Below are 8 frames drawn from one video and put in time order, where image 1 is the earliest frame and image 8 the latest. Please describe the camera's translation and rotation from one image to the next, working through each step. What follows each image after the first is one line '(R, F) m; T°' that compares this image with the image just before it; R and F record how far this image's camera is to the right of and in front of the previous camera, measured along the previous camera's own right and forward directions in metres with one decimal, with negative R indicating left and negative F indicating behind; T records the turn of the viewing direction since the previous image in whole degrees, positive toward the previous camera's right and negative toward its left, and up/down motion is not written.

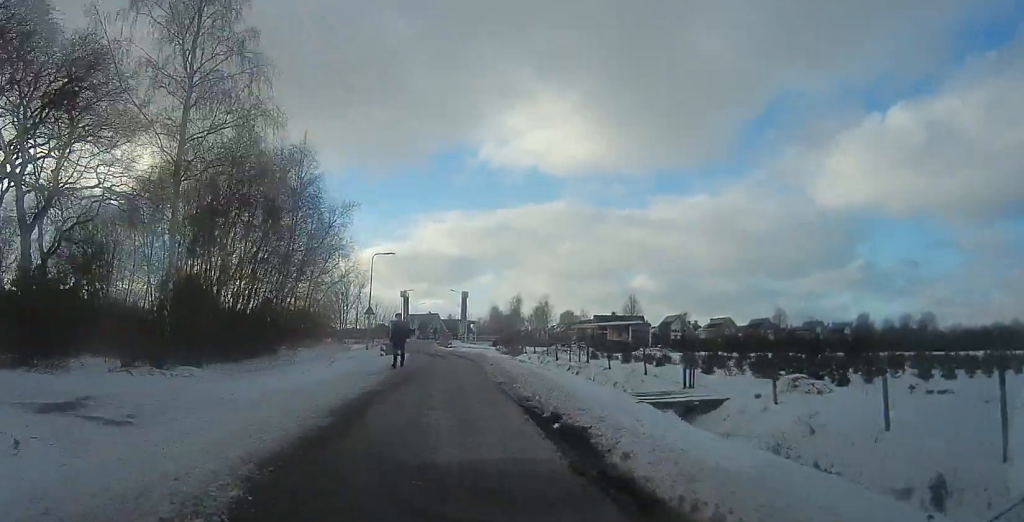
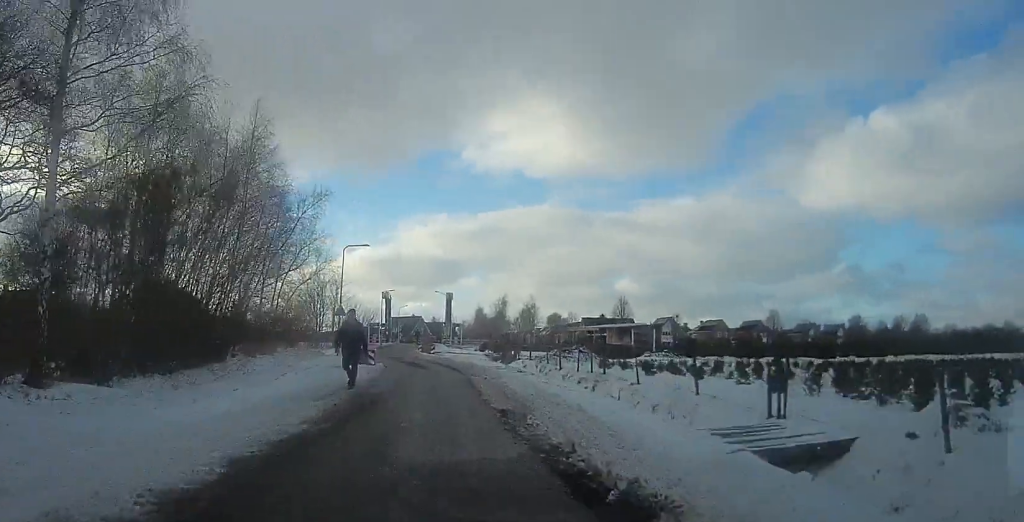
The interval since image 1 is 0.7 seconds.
(+0.3, +4.9) m; -5°
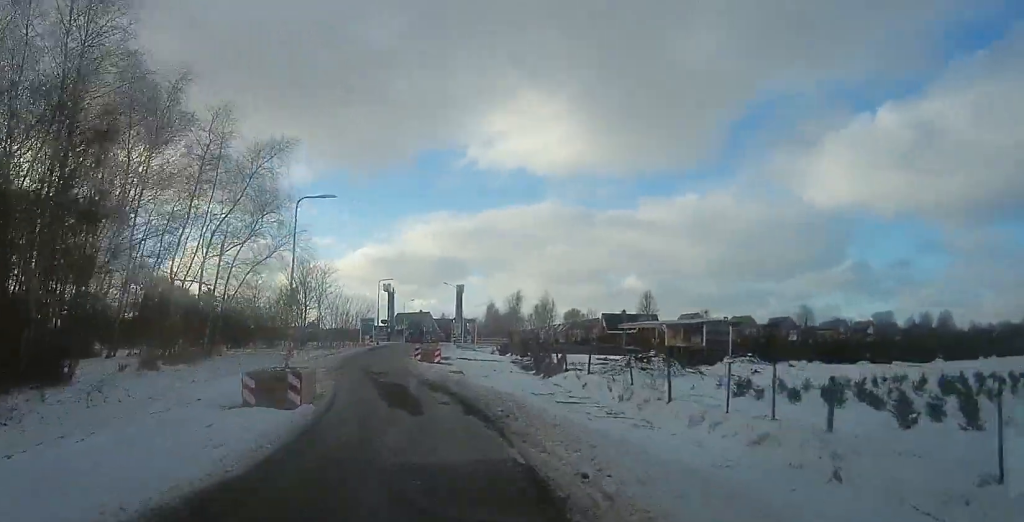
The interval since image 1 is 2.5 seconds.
(-1.1, +11.6) m; -3°
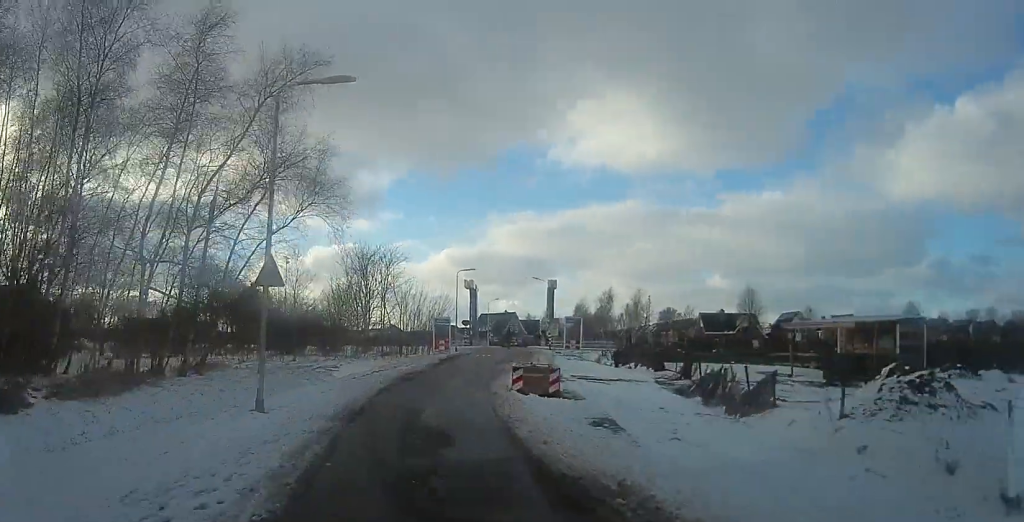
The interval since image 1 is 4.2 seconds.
(+0.5, +10.6) m; +3°
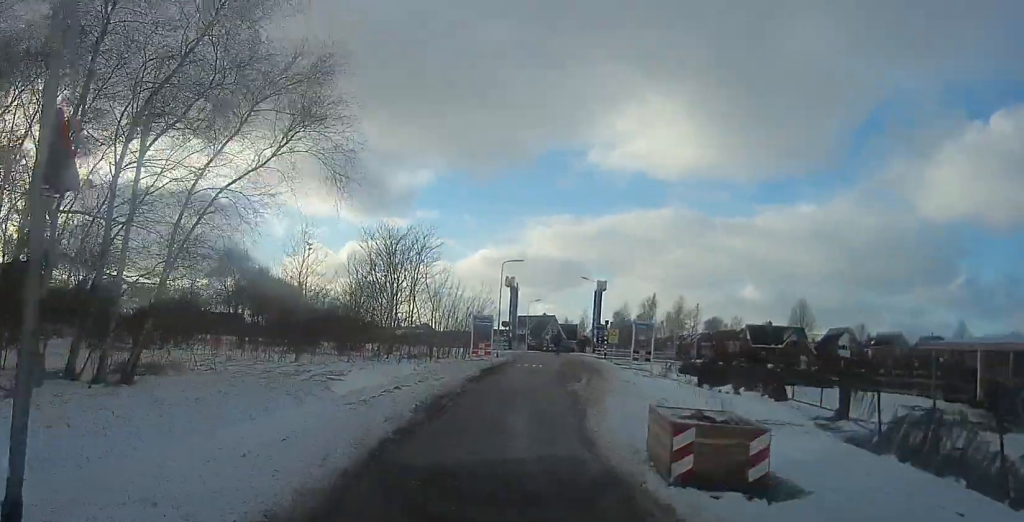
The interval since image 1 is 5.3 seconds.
(+0.1, +7.1) m; 0°
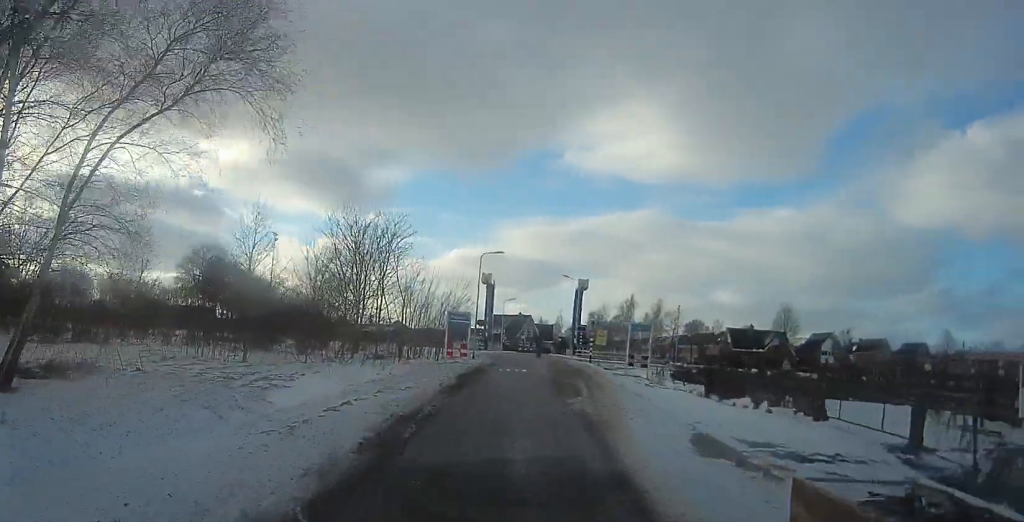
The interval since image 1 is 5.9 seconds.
(0.0, +3.5) m; -1°
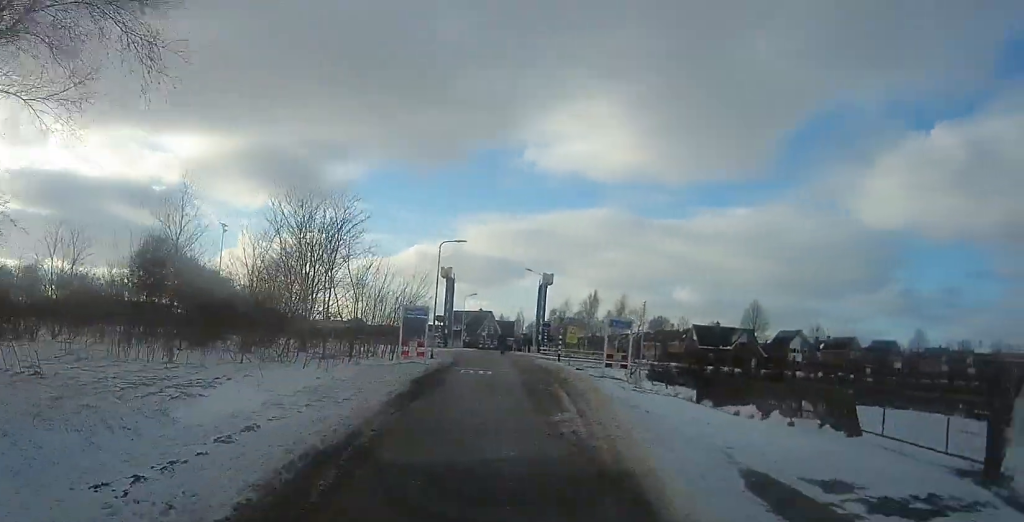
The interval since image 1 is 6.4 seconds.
(0.0, +3.1) m; 0°
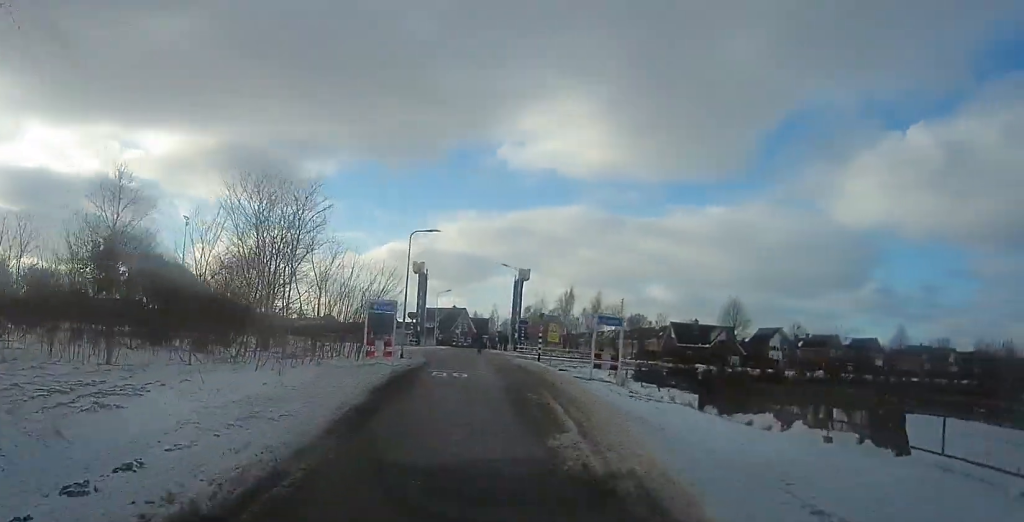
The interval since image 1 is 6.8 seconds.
(0.0, +2.5) m; 0°
